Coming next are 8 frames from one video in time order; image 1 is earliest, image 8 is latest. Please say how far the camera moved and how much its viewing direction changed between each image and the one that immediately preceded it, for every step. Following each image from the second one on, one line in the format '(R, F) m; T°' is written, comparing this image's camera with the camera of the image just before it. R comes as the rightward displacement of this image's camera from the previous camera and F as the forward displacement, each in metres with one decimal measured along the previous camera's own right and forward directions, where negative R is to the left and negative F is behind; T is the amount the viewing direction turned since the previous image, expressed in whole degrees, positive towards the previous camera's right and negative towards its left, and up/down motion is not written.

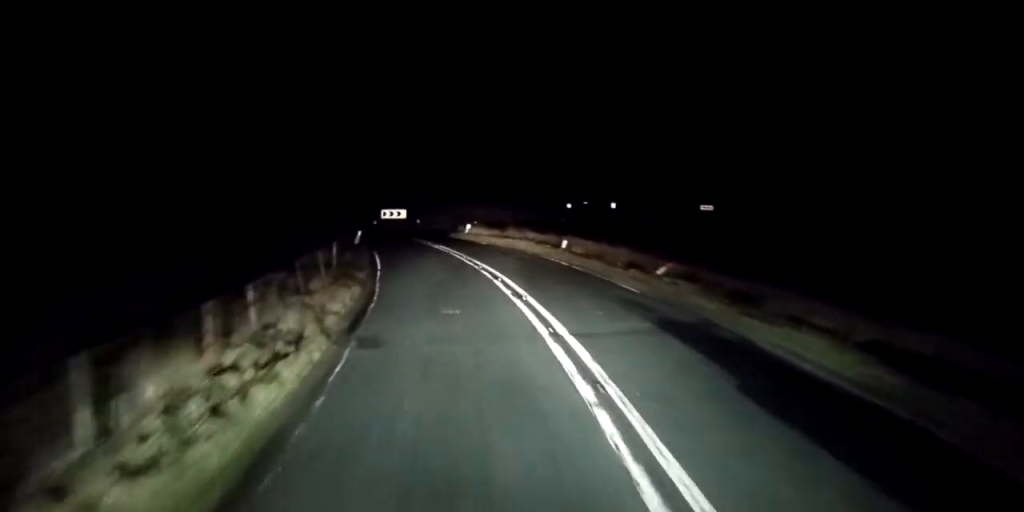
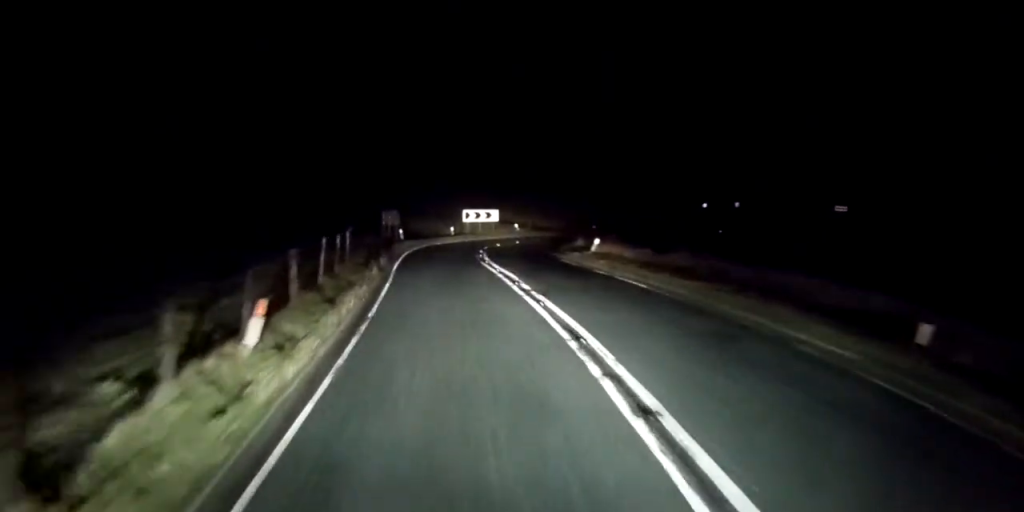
(-1.9, +19.3) m; -8°
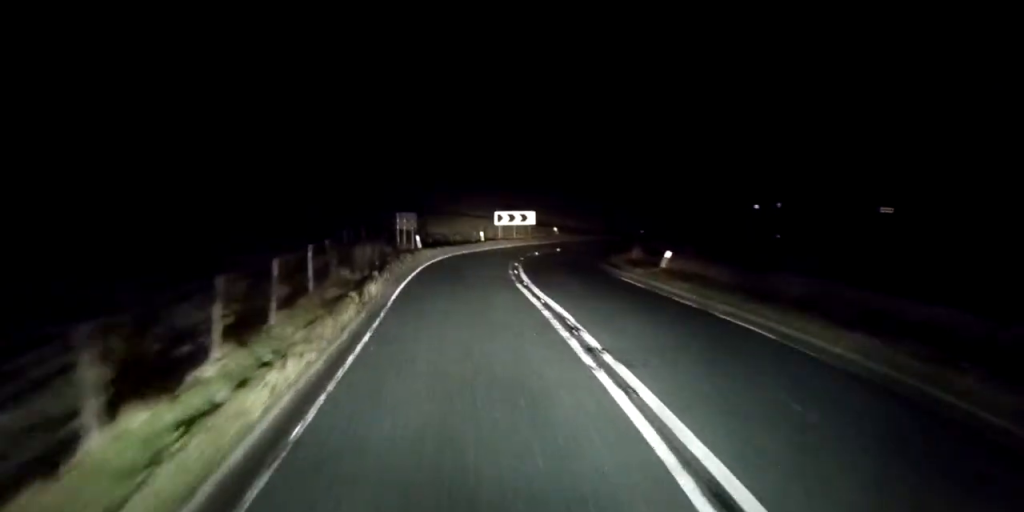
(-0.2, +5.7) m; -1°
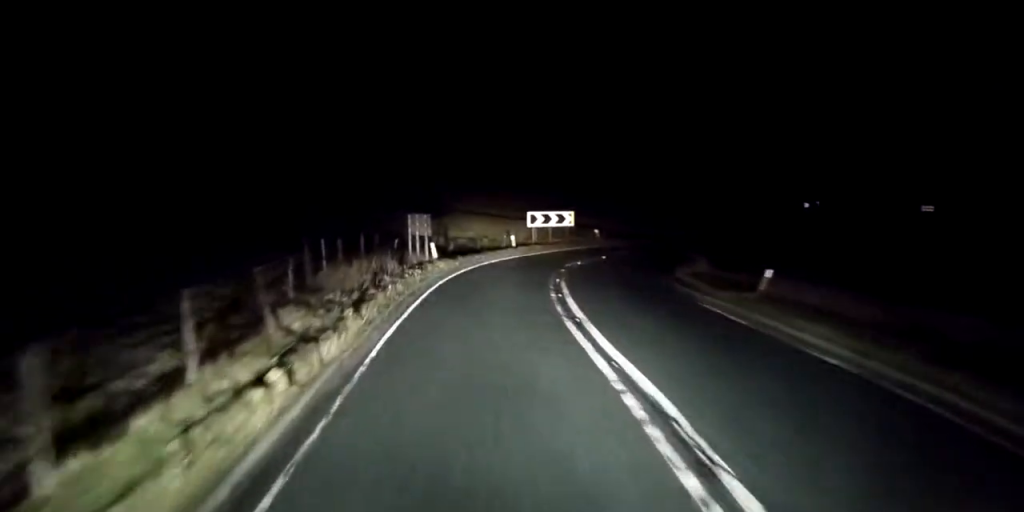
(-0.1, +5.2) m; -1°
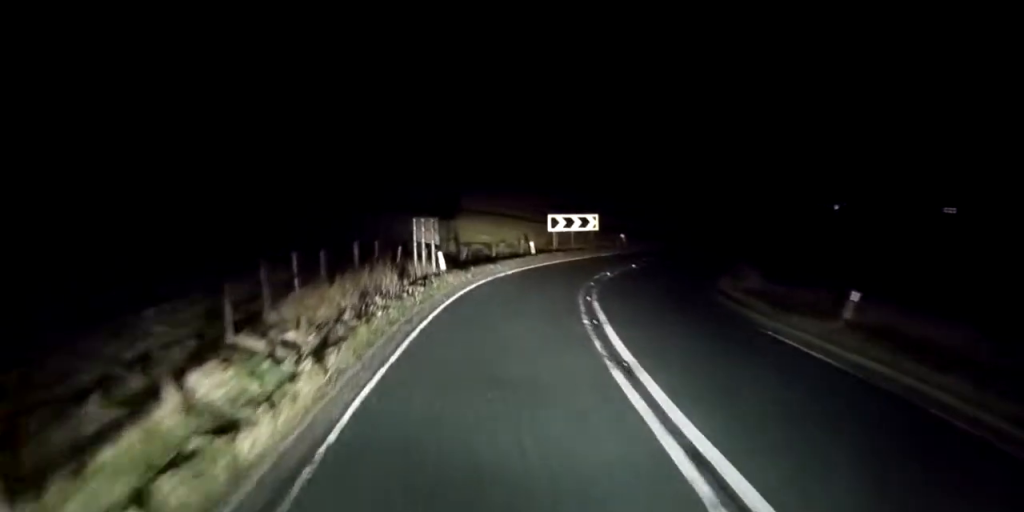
(+0.2, +10.8) m; +5°
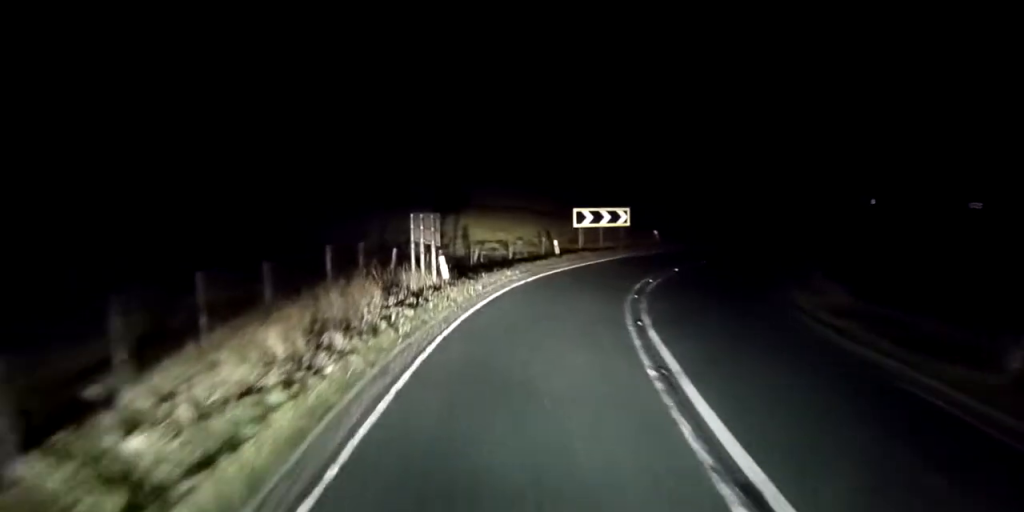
(0.0, +3.6) m; +3°
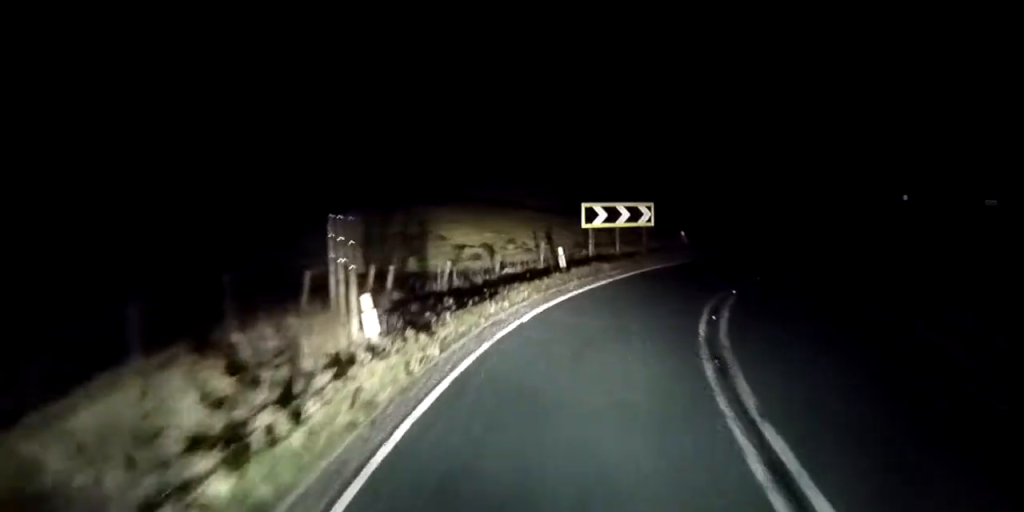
(+0.4, +6.3) m; +5°
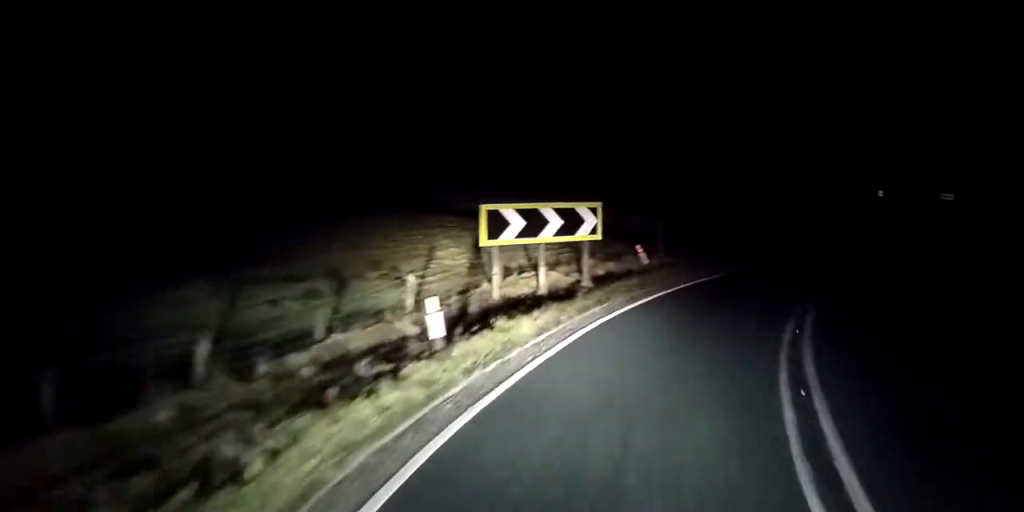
(+0.4, +8.2) m; +10°
